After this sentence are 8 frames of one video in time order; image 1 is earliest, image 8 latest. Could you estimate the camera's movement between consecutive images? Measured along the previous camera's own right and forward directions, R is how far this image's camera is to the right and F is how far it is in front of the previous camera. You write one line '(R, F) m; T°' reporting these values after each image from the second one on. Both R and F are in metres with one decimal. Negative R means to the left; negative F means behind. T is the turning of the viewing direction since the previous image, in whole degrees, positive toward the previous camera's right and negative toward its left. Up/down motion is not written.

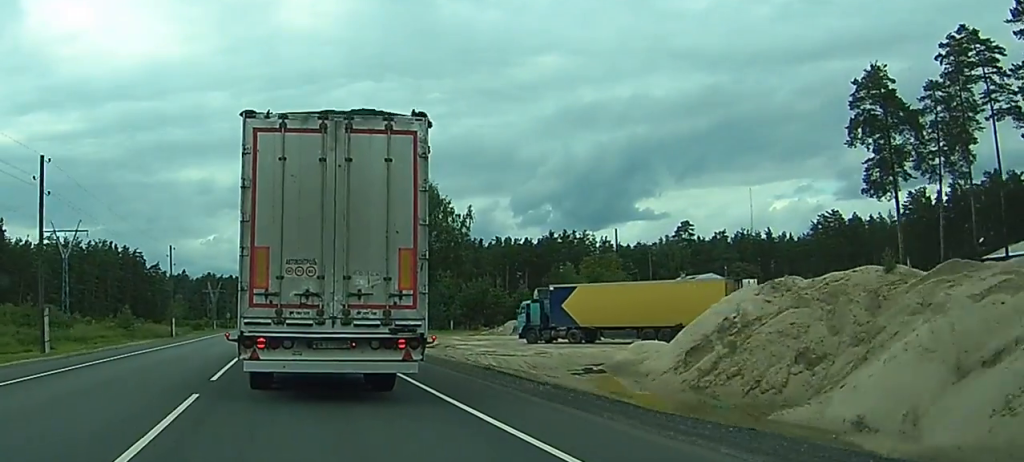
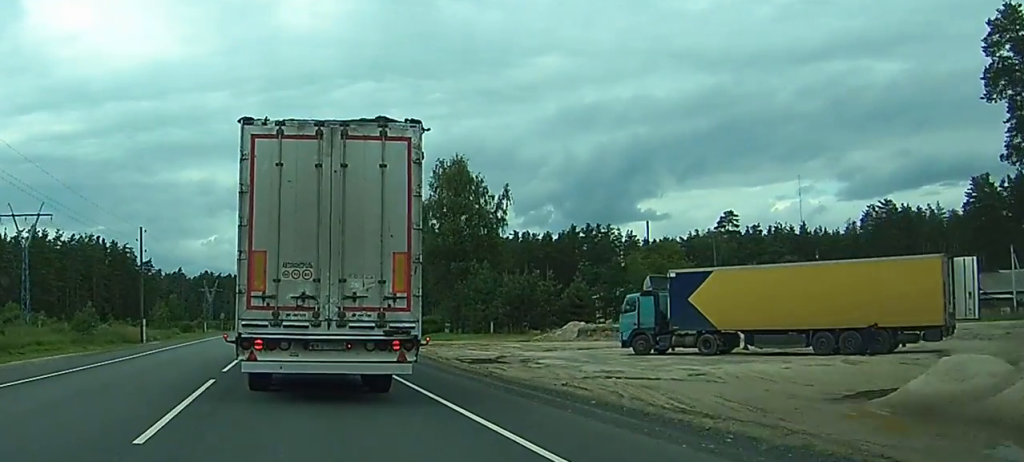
(-0.1, +20.0) m; +1°
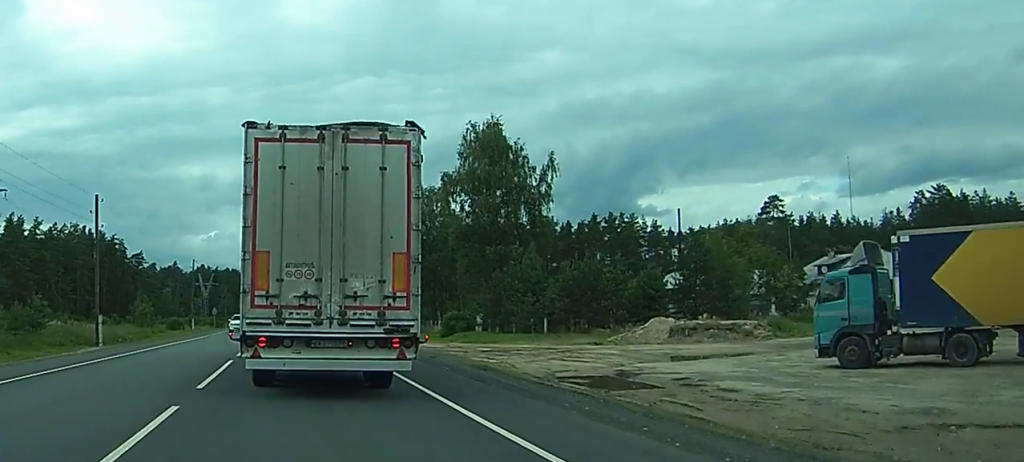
(+0.2, +17.7) m; +1°
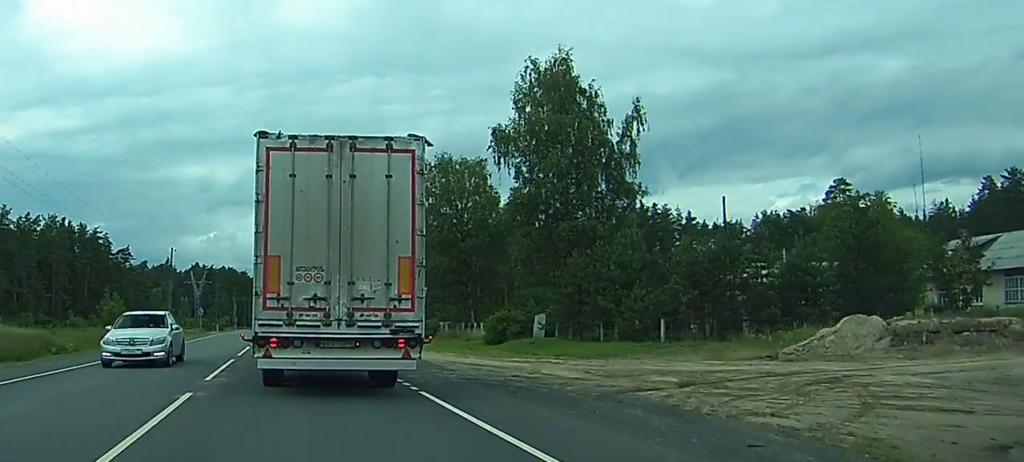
(+0.1, +21.6) m; +1°
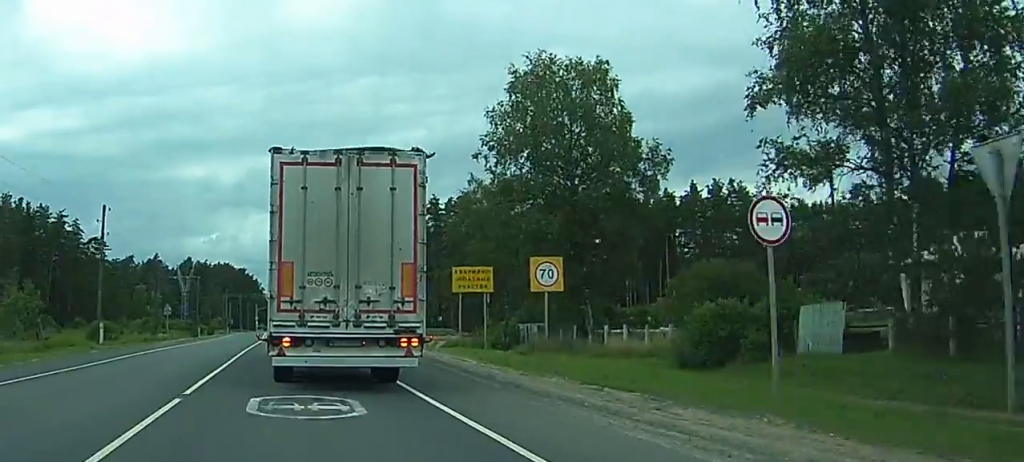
(0.0, +37.0) m; 0°
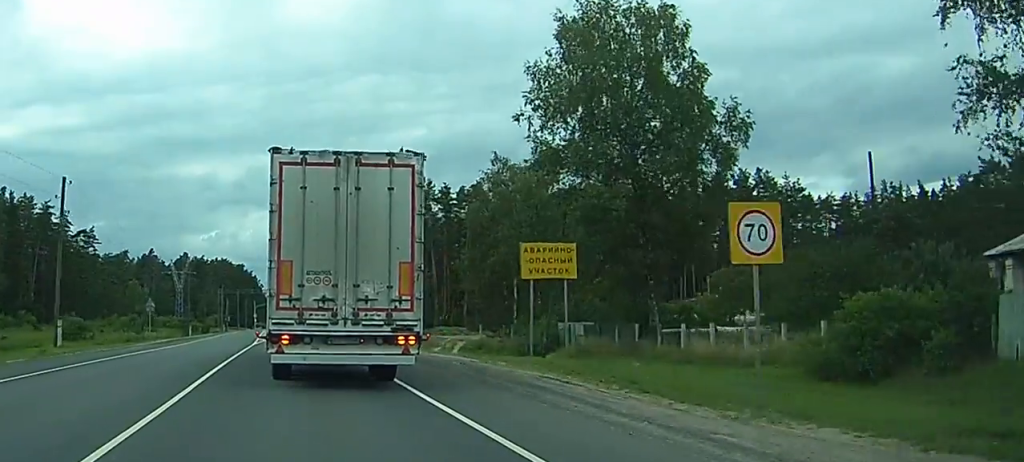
(0.0, +10.8) m; 0°
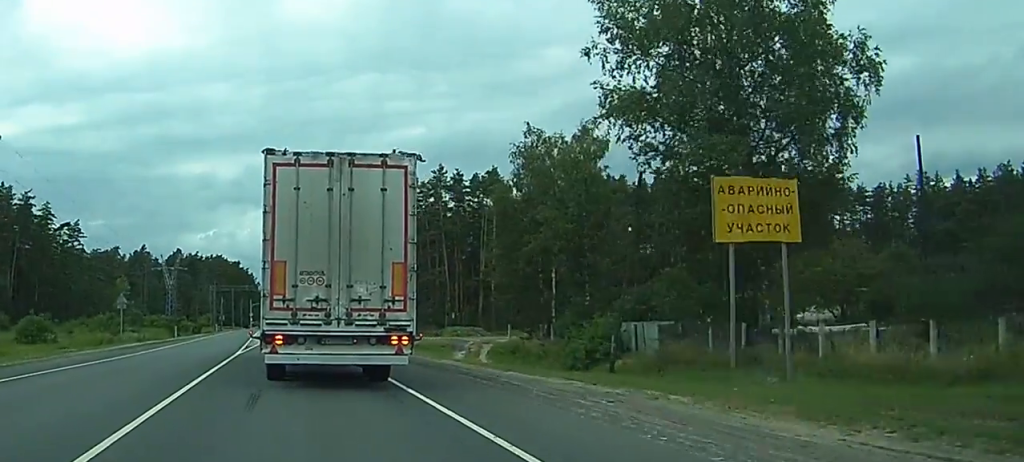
(0.0, +12.1) m; 0°
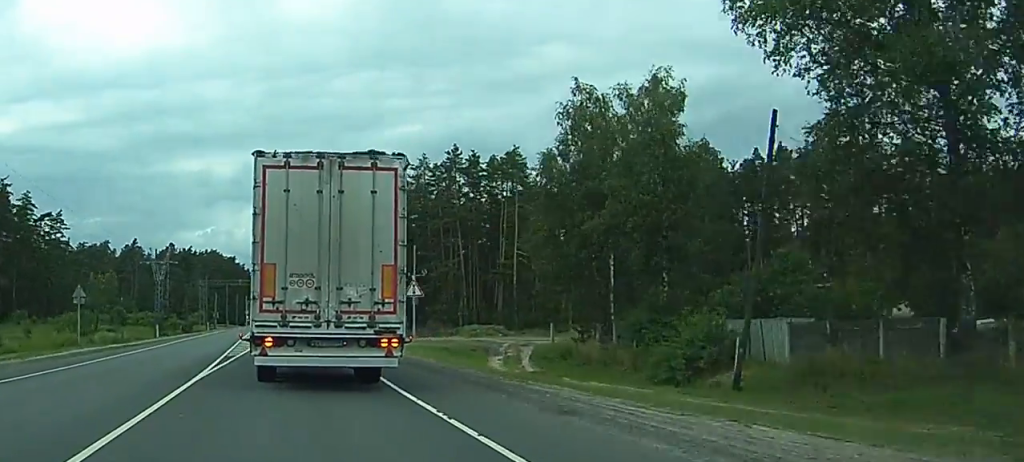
(0.0, +12.6) m; 0°
